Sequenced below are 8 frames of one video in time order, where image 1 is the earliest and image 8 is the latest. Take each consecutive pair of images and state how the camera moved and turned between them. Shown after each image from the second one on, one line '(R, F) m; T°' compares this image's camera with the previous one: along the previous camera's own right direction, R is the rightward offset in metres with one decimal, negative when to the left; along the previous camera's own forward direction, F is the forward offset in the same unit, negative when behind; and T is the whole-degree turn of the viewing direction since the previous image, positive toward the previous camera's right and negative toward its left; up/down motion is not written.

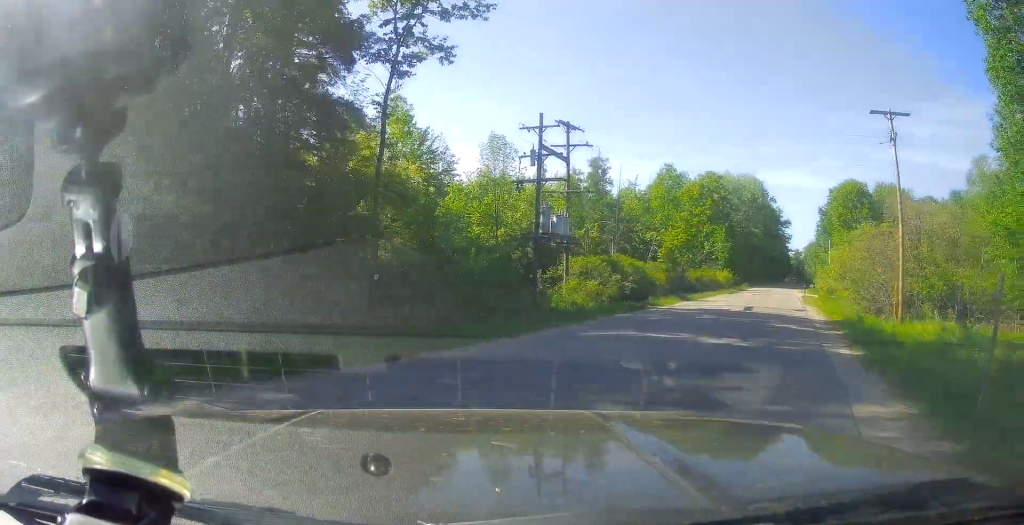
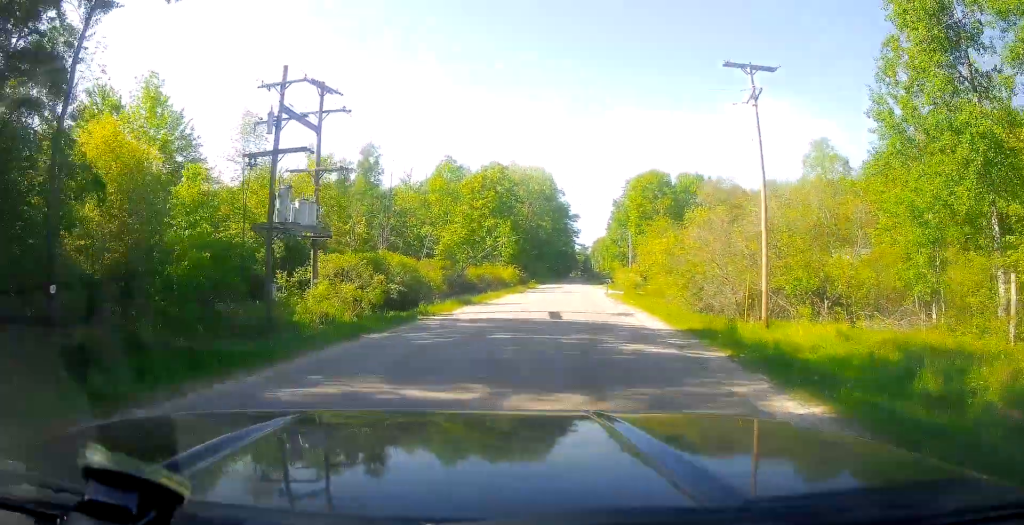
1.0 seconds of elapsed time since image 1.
(+1.8, +6.7) m; +25°
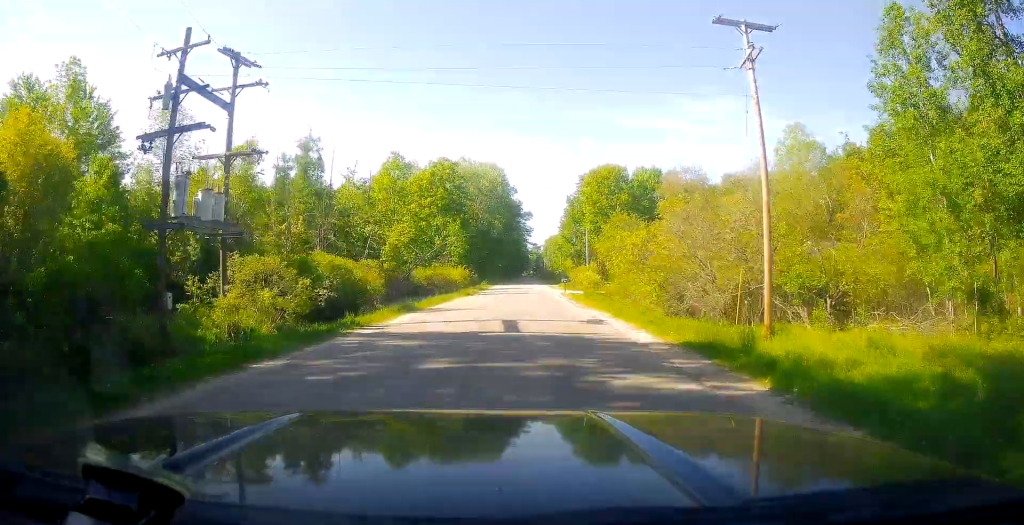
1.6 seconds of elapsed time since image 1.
(+0.3, +4.0) m; +10°
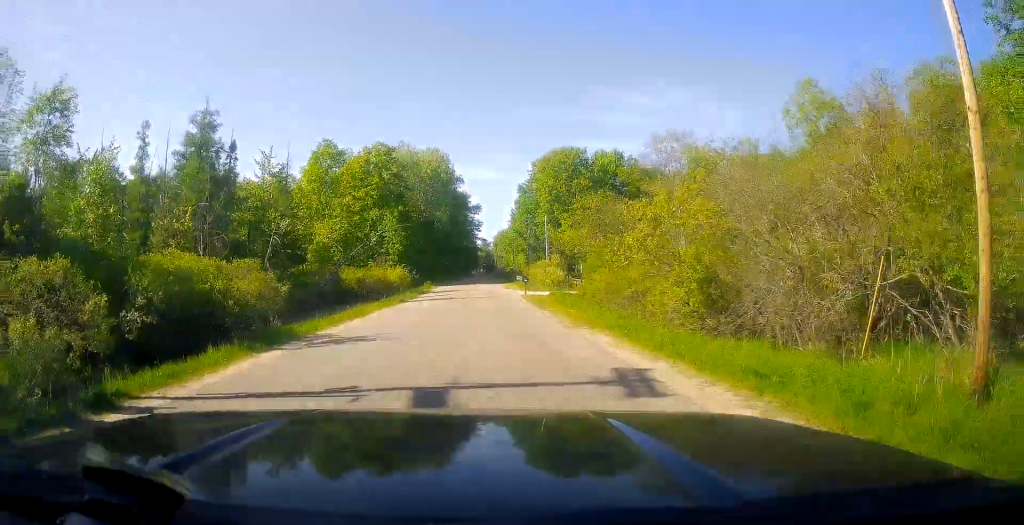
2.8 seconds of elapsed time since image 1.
(+0.5, +11.4) m; -1°
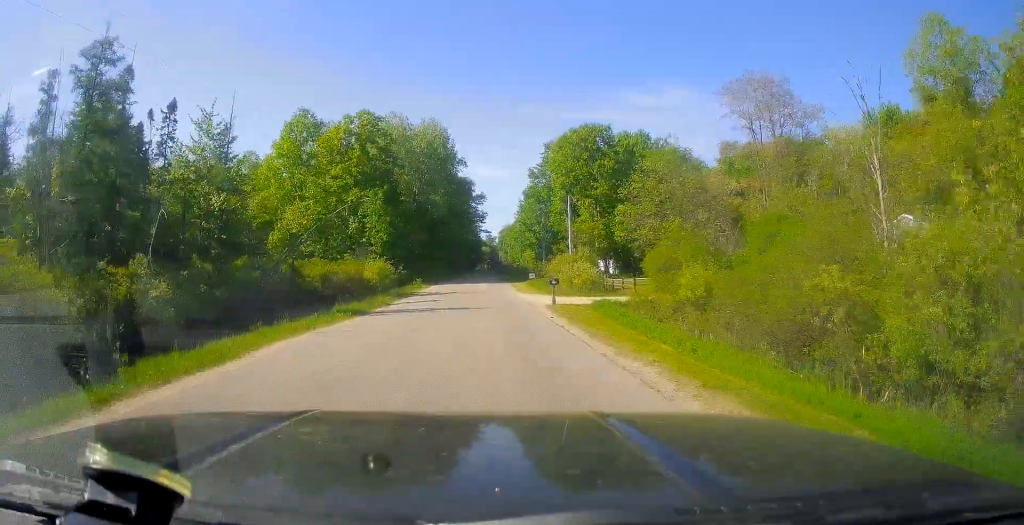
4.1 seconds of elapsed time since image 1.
(-0.6, +14.5) m; -2°
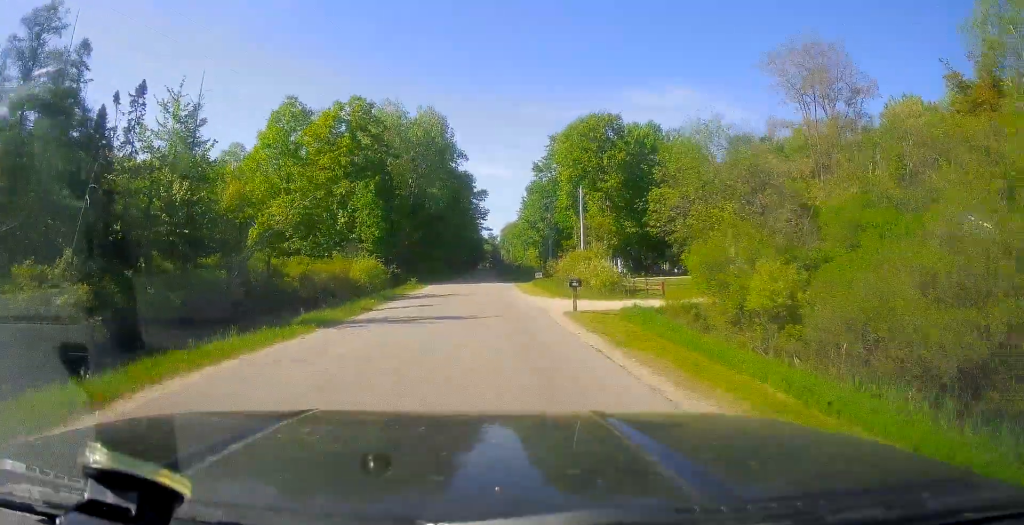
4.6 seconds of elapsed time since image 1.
(+0.2, +5.3) m; 0°
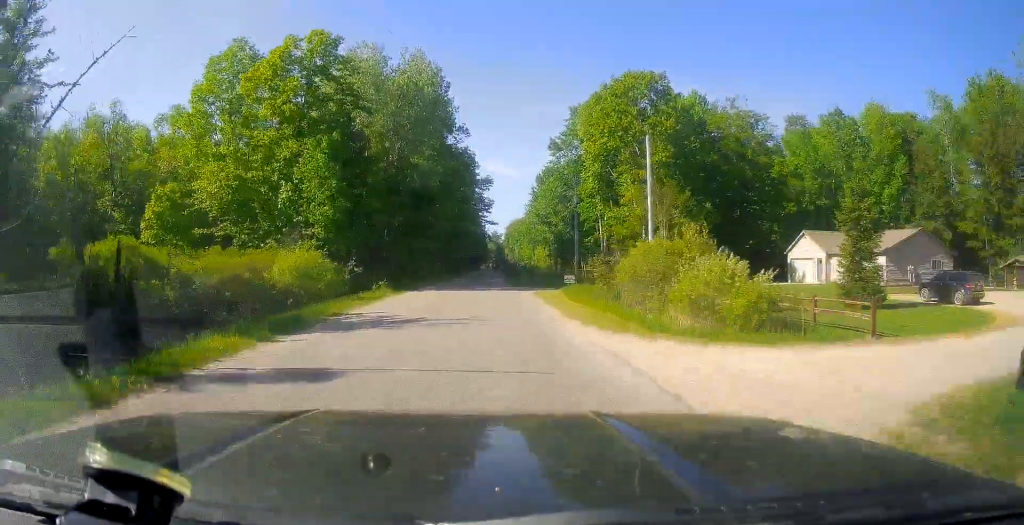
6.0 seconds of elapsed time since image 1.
(-0.6, +18.3) m; -1°
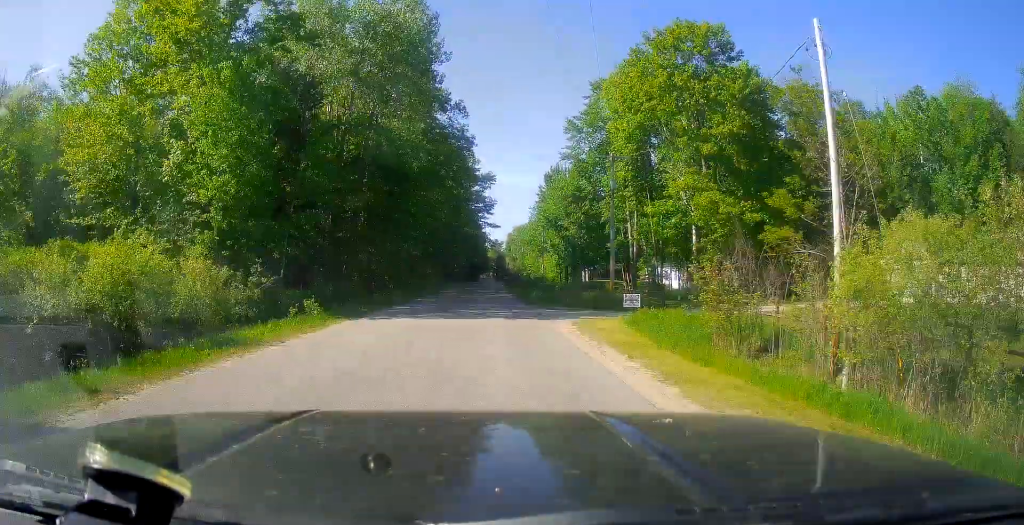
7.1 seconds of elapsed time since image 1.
(+0.4, +15.6) m; +2°
